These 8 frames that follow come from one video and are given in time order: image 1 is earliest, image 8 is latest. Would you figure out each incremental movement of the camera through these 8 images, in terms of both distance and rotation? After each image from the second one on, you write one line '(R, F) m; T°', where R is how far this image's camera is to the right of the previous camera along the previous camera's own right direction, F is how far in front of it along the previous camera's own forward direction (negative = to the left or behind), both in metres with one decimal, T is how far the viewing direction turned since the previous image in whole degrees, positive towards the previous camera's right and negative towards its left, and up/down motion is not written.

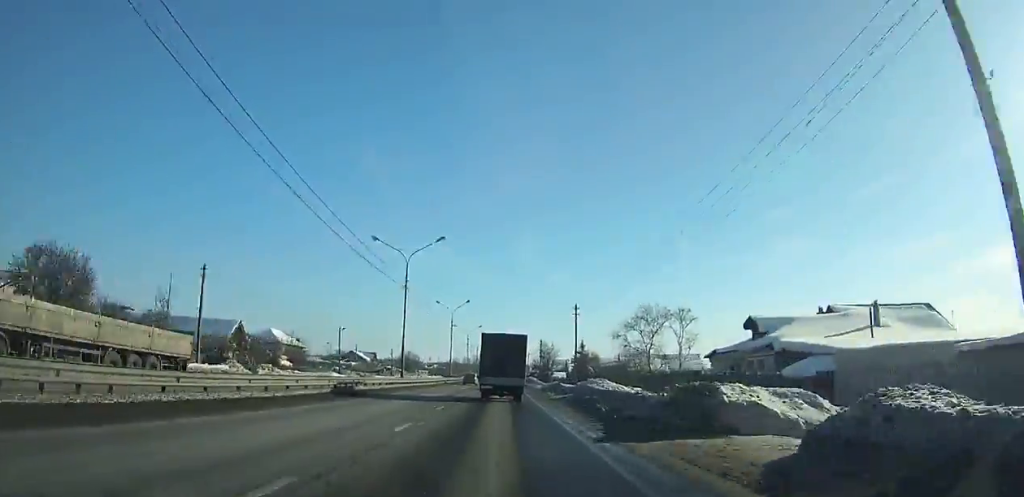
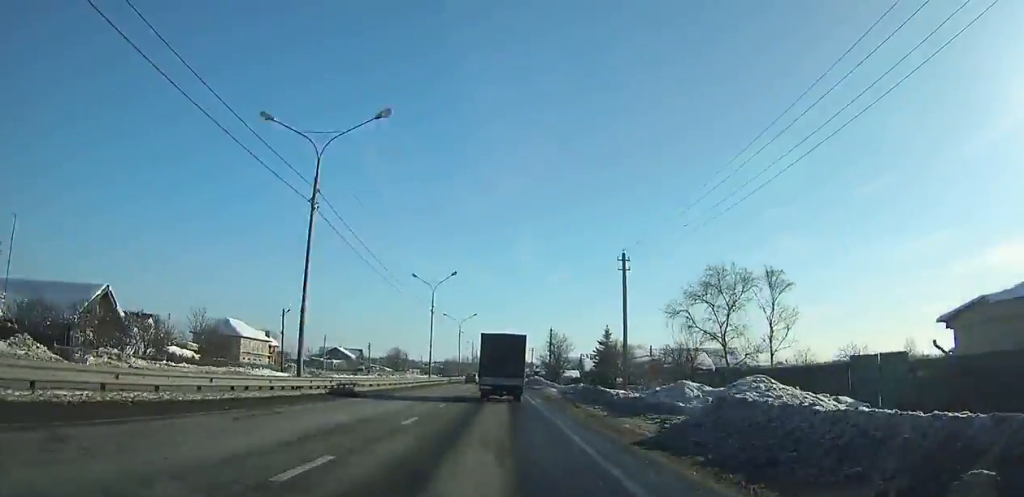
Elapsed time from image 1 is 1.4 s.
(0.0, +22.0) m; 0°
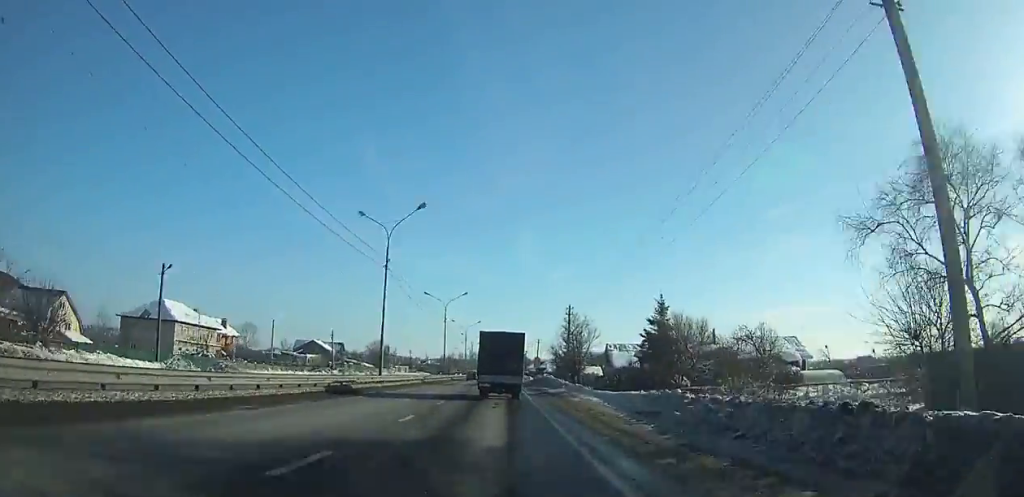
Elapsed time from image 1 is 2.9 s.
(0.0, +24.1) m; 0°
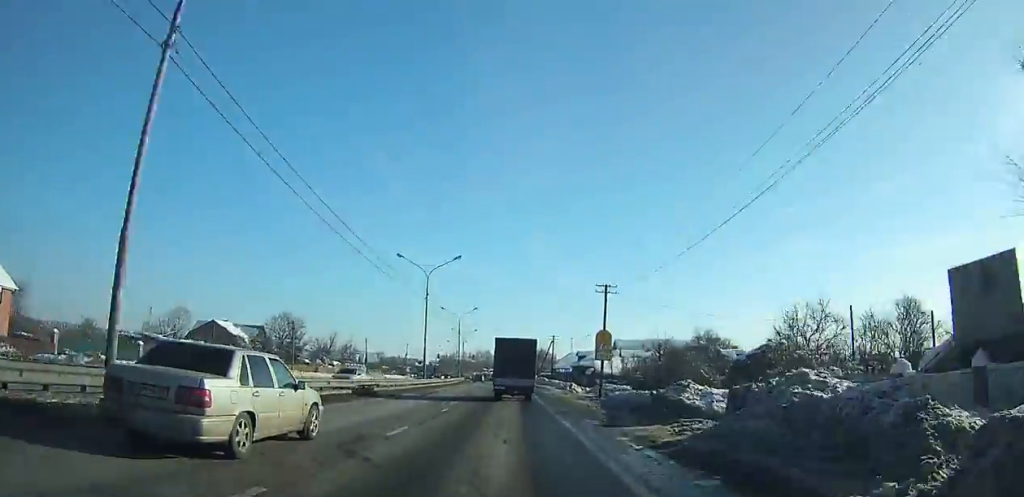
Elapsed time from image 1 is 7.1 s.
(-0.3, +68.3) m; 0°
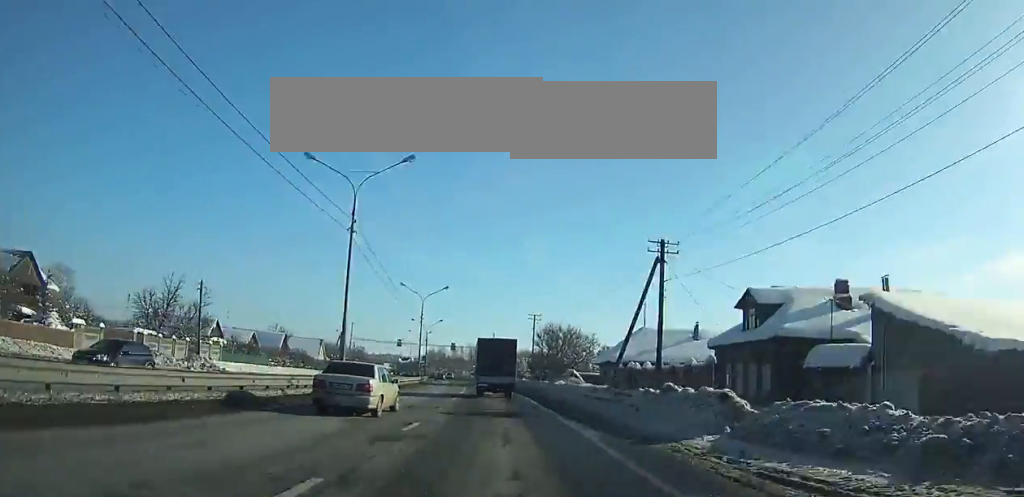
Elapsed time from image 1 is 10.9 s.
(-0.4, +63.4) m; -2°
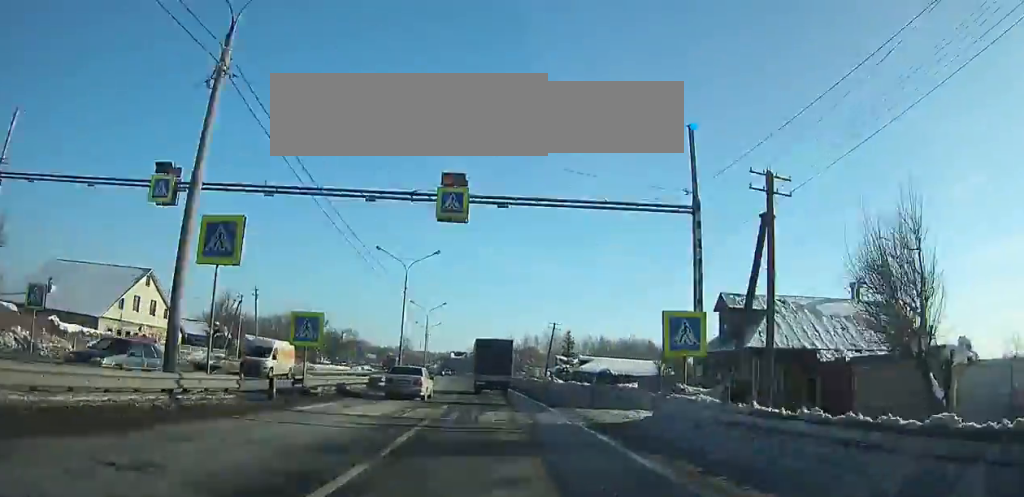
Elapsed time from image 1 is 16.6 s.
(-5.0, +97.5) m; -7°
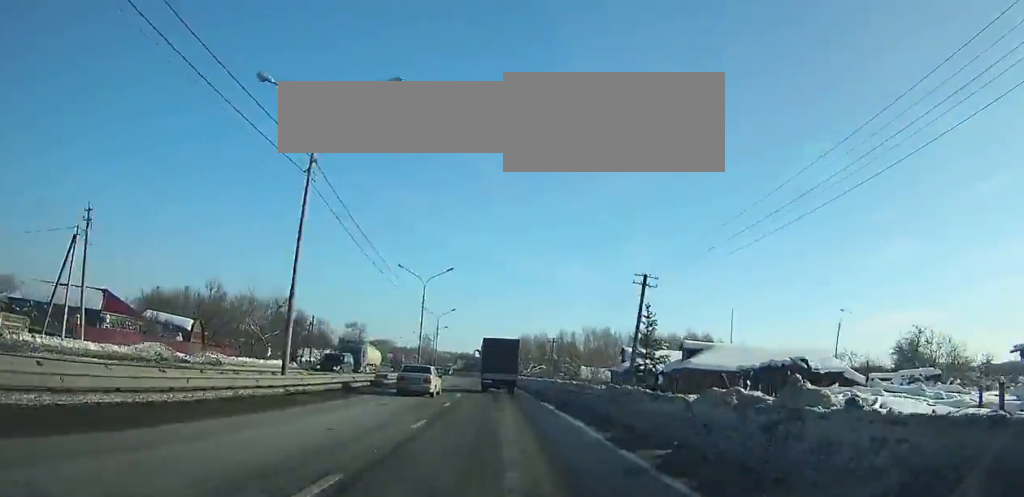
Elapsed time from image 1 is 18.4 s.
(-0.9, +31.7) m; -2°
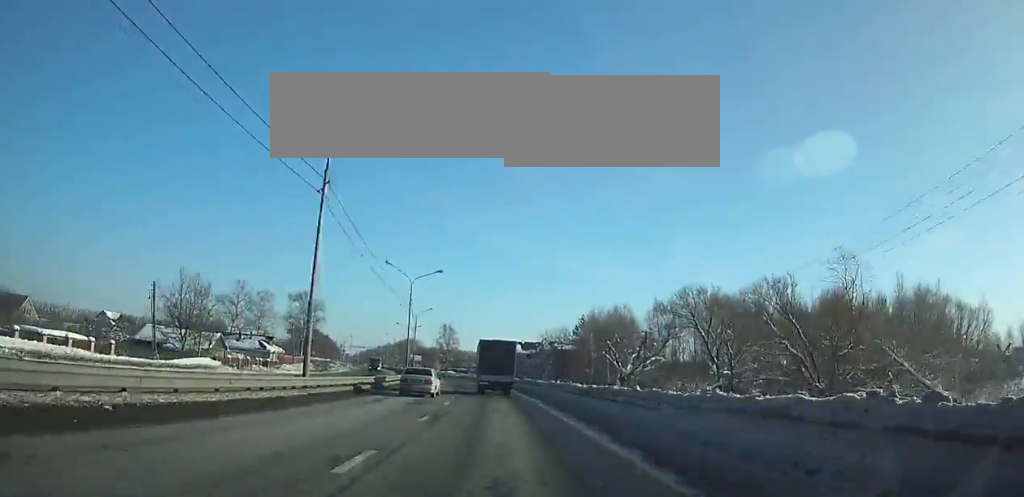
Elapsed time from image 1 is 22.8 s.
(-2.9, +78.9) m; -5°
